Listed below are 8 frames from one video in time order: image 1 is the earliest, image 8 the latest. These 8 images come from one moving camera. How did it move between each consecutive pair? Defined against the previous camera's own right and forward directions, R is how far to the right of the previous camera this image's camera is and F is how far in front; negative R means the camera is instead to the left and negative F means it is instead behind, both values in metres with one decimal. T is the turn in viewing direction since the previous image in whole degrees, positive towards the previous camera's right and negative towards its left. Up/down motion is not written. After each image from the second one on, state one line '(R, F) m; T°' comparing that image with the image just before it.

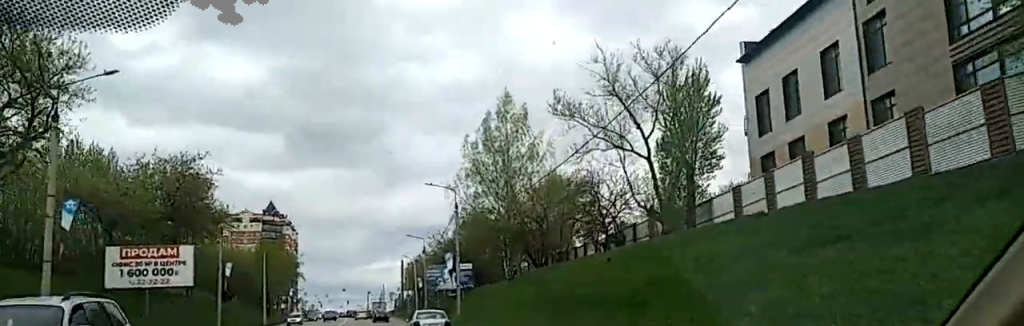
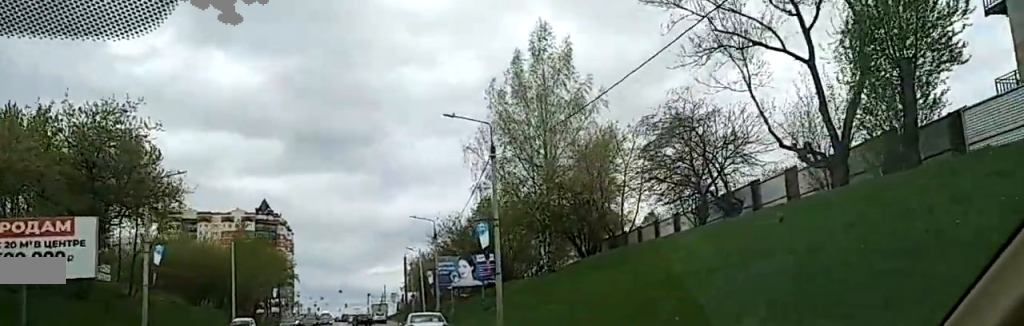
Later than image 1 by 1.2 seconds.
(-0.1, +19.4) m; 0°
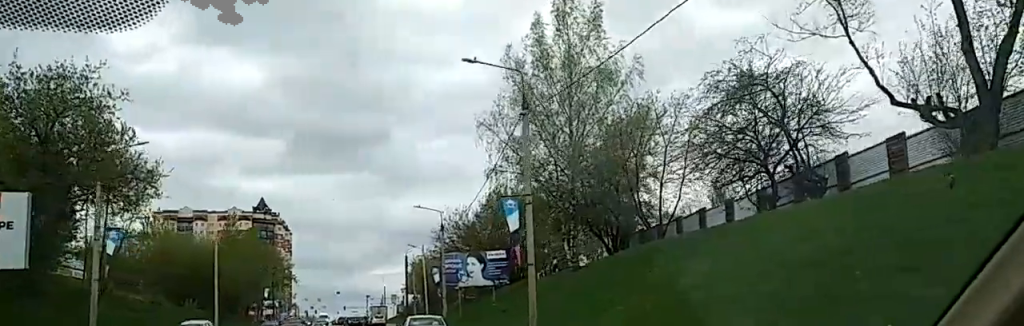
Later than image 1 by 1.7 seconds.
(0.0, +7.5) m; 0°
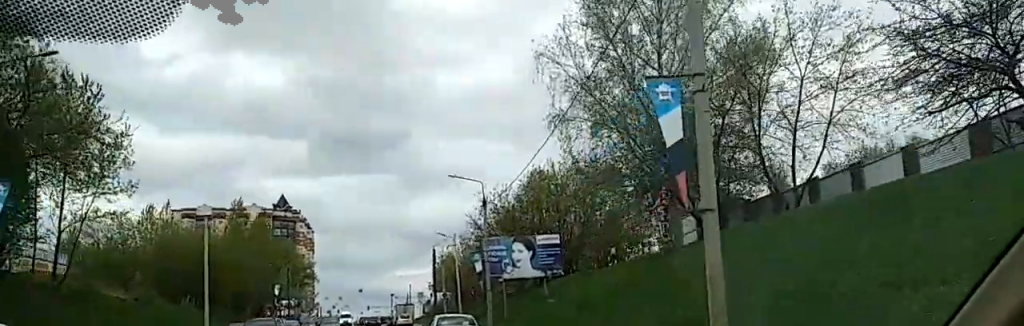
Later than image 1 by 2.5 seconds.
(0.0, +12.7) m; -1°
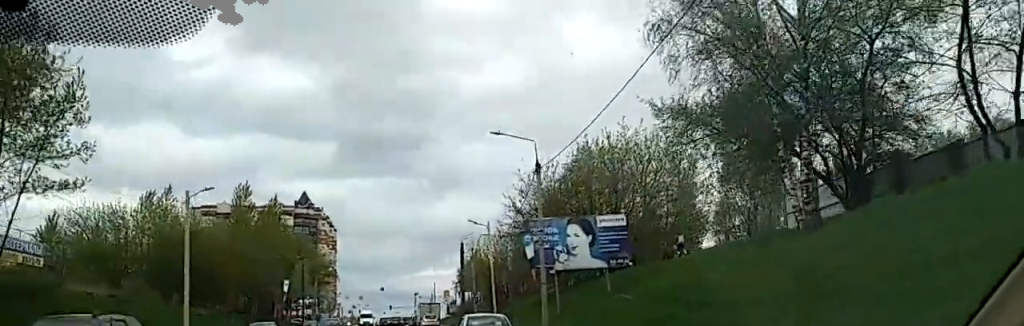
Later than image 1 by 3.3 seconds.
(-0.1, +11.2) m; -1°
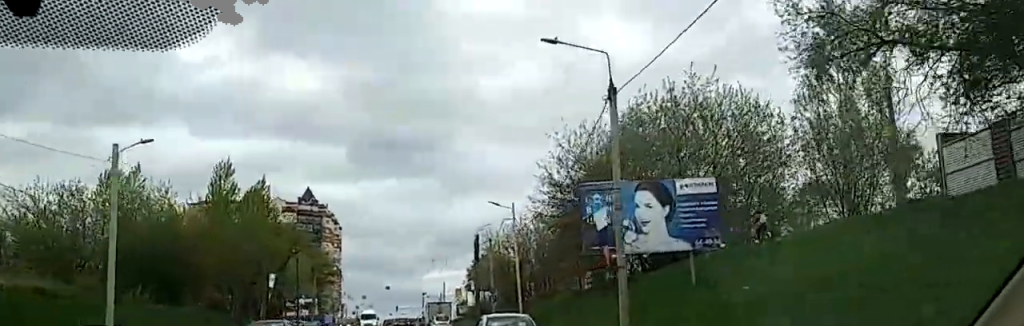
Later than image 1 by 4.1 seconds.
(-0.1, +11.5) m; -1°
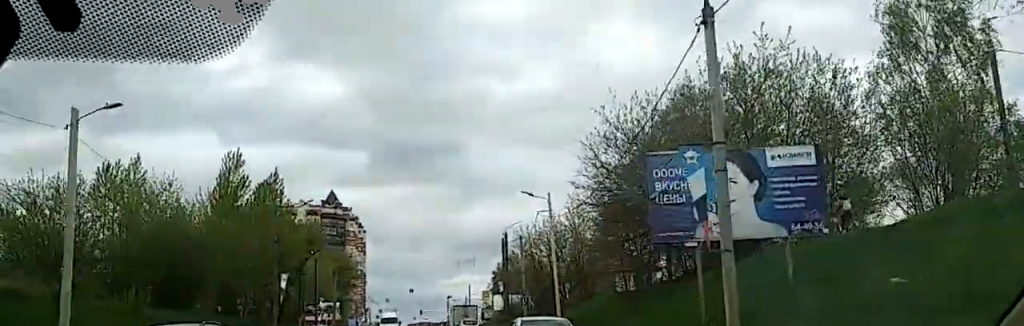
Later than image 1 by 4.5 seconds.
(0.0, +6.2) m; 0°
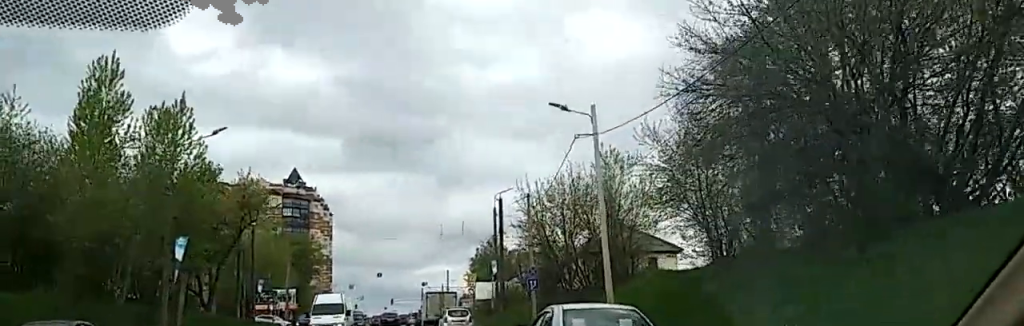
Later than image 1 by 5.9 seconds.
(0.0, +19.1) m; +1°
